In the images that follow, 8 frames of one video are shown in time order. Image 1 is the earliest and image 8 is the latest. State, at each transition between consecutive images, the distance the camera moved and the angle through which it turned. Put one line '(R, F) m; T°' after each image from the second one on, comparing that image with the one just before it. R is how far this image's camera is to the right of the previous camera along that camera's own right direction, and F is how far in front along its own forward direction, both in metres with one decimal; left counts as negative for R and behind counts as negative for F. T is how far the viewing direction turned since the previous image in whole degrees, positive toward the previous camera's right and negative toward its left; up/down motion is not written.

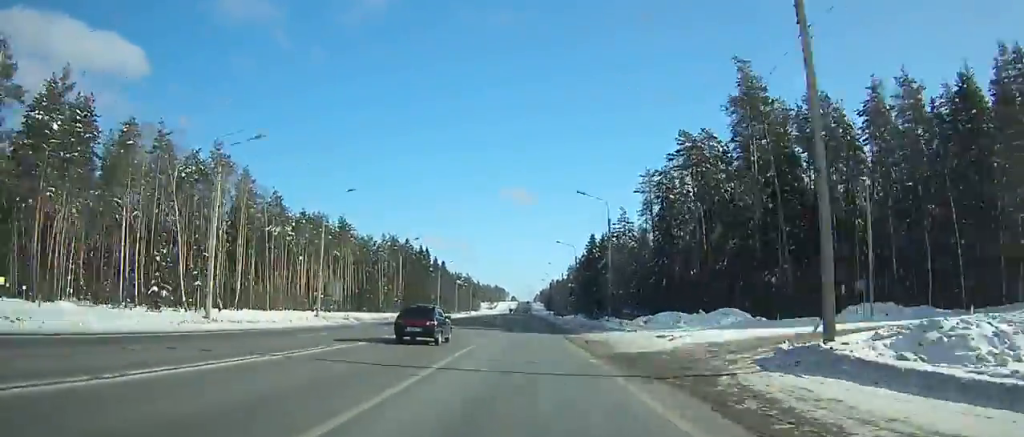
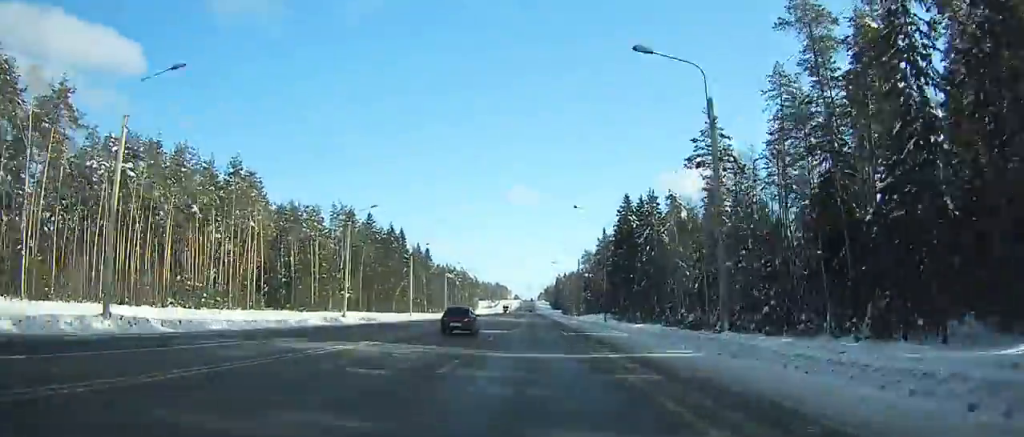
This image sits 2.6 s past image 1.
(-0.1, +62.3) m; 0°
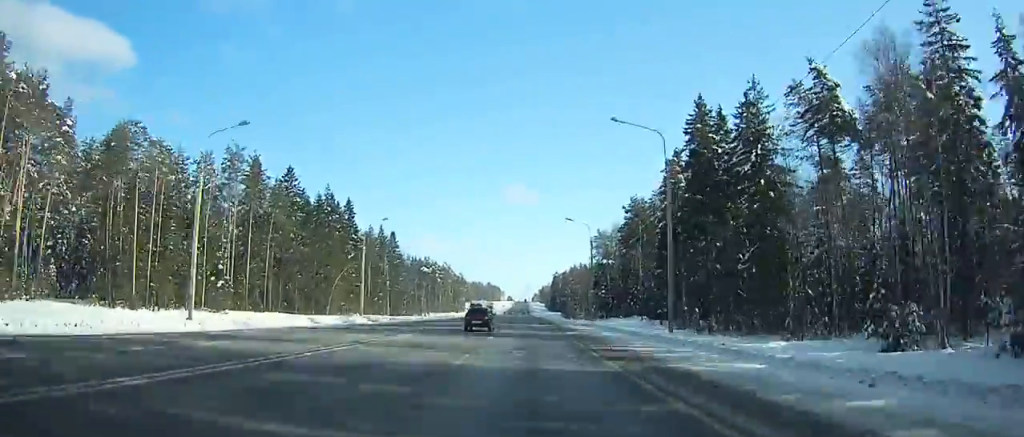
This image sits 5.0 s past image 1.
(+0.1, +58.3) m; 0°
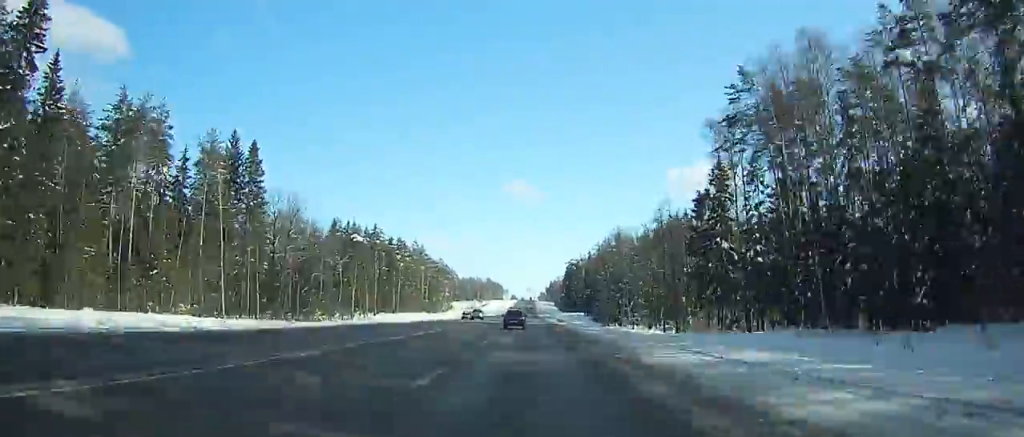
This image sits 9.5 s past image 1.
(-0.5, +110.8) m; -1°
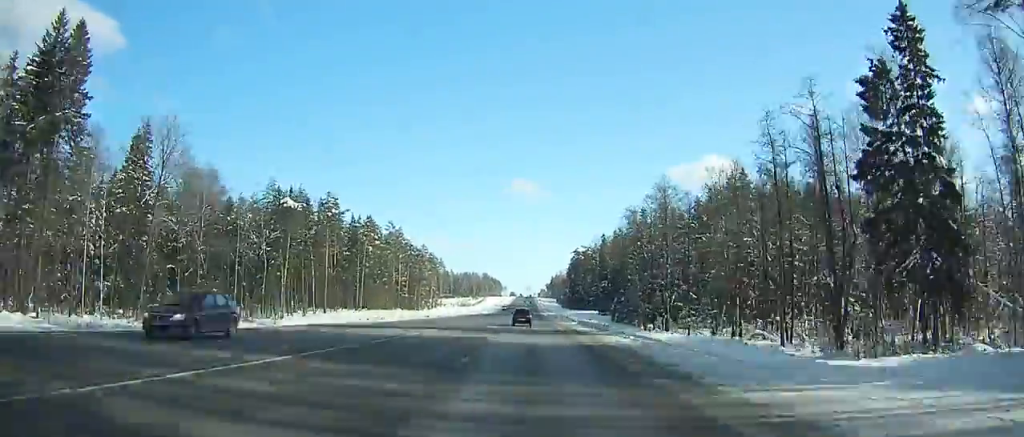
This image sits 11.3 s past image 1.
(0.0, +45.0) m; 0°
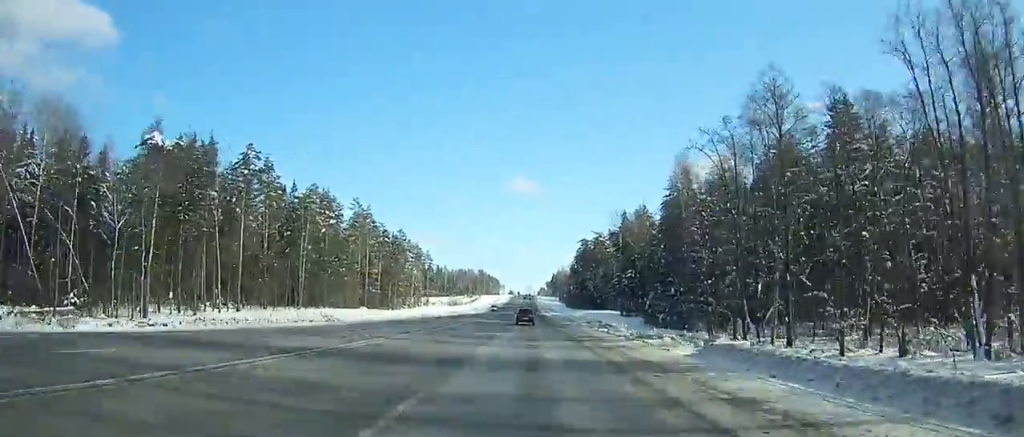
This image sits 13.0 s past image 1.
(0.0, +42.5) m; 0°
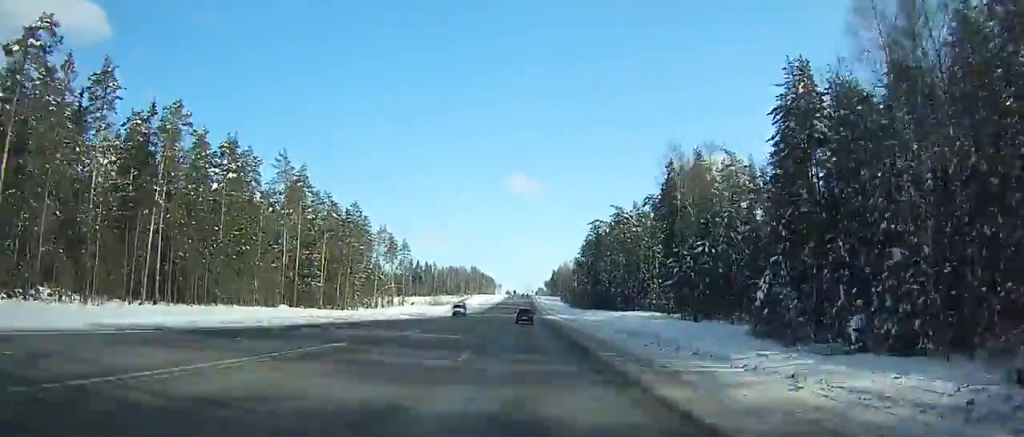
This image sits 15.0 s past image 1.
(+0.1, +50.3) m; 0°
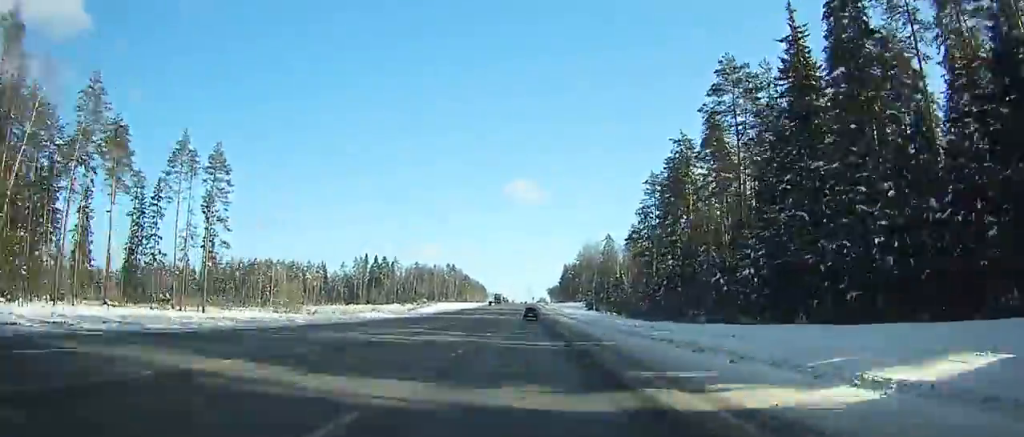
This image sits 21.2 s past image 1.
(-0.1, +155.2) m; 0°
